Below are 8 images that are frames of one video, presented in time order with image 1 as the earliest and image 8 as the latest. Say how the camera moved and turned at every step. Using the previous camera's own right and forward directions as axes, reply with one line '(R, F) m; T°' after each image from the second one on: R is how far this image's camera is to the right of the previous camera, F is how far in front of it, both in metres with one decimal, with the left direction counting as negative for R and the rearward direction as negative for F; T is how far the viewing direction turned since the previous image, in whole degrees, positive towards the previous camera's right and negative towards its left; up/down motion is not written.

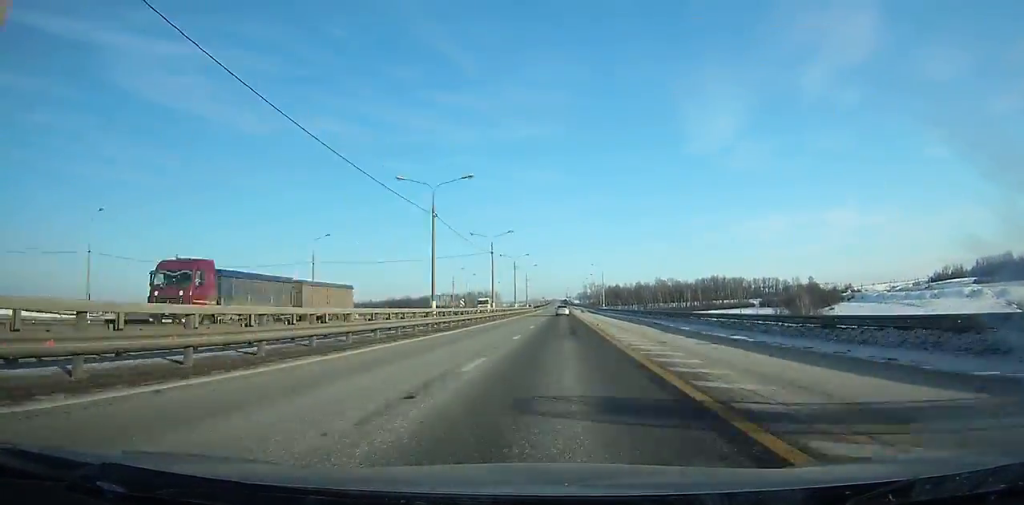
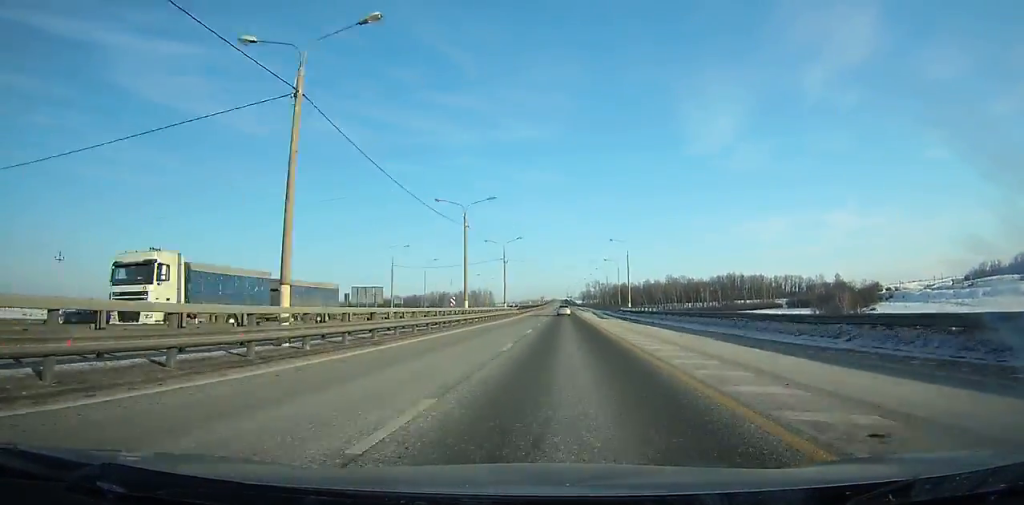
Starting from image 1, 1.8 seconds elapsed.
(-0.1, +53.7) m; 0°
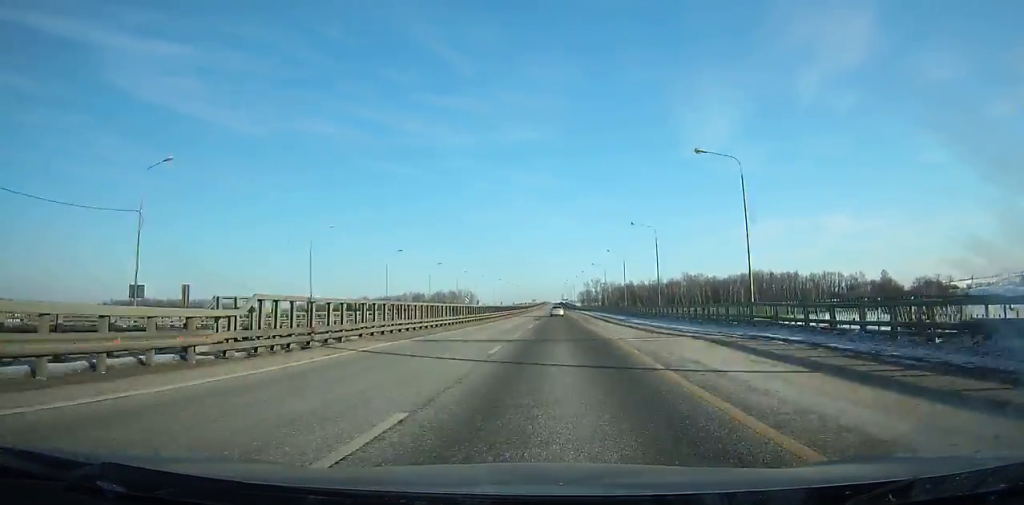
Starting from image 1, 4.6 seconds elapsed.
(+0.2, +82.6) m; 0°
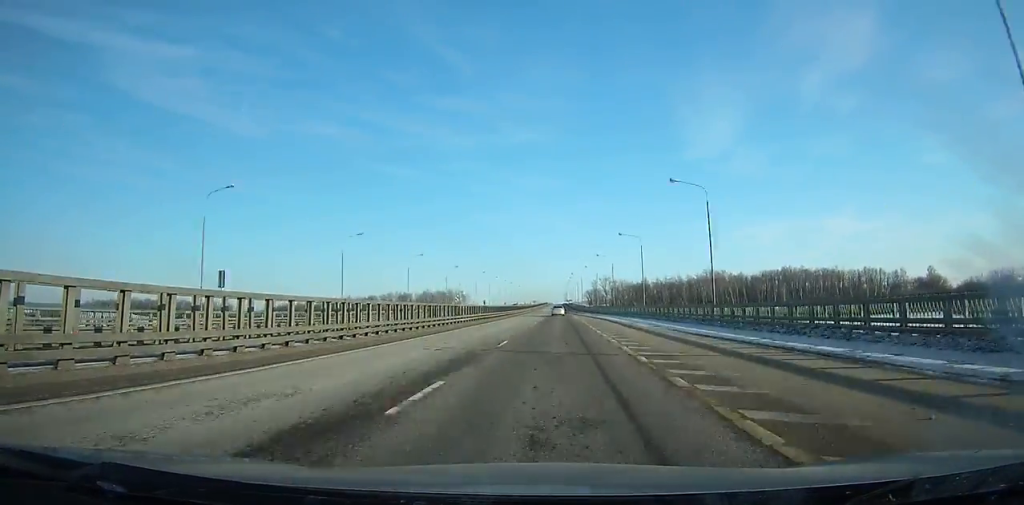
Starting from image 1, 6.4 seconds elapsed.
(+0.1, +53.1) m; 0°
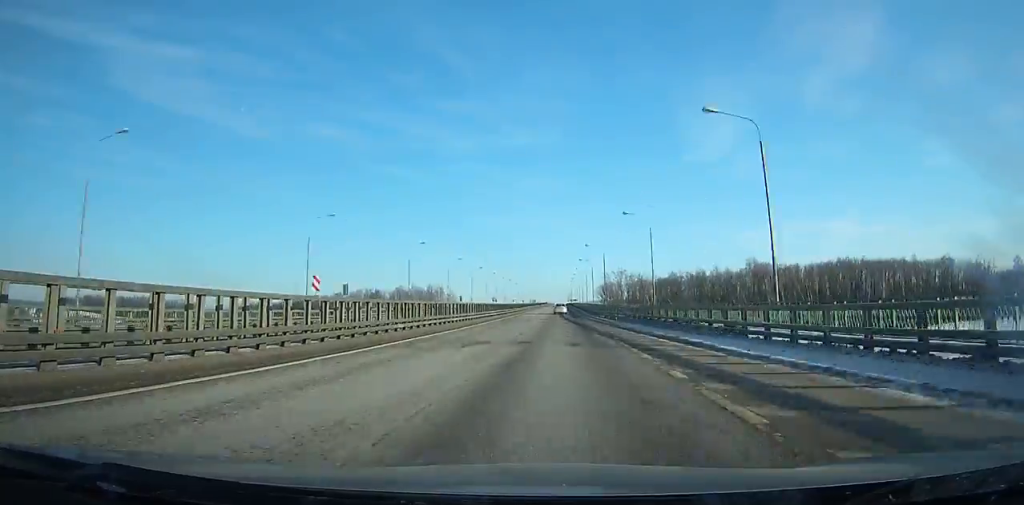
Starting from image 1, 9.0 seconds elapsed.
(0.0, +76.5) m; 0°
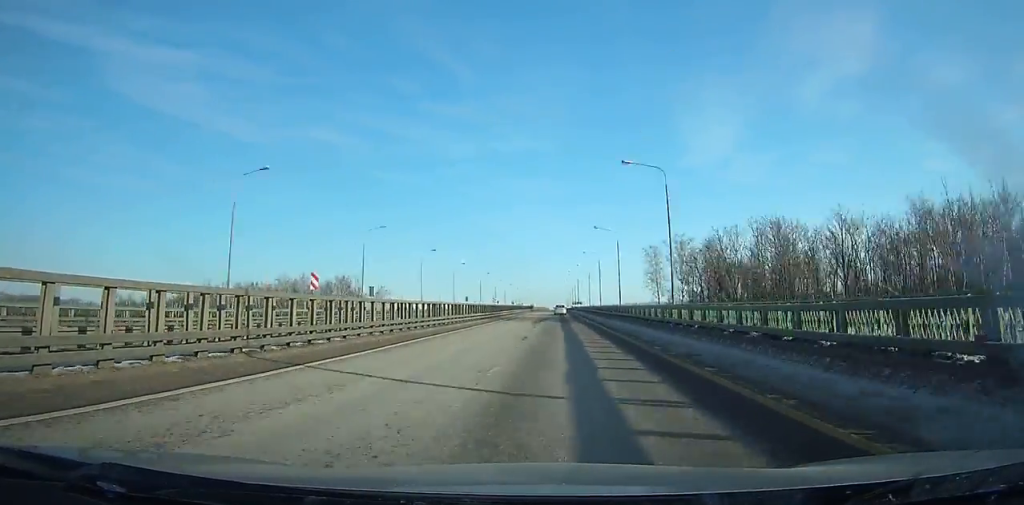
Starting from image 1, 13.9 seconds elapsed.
(0.0, +142.7) m; 0°
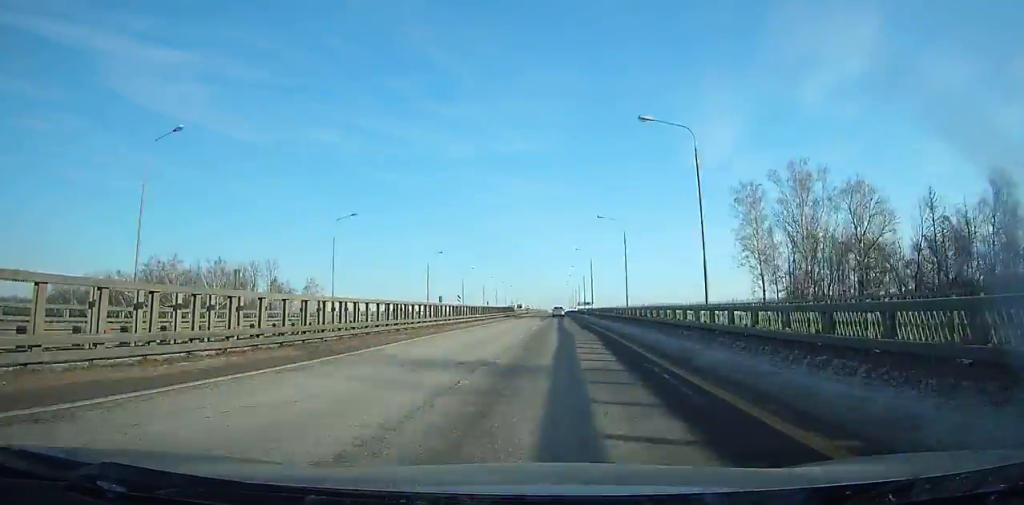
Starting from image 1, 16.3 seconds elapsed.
(+0.1, +69.6) m; 0°
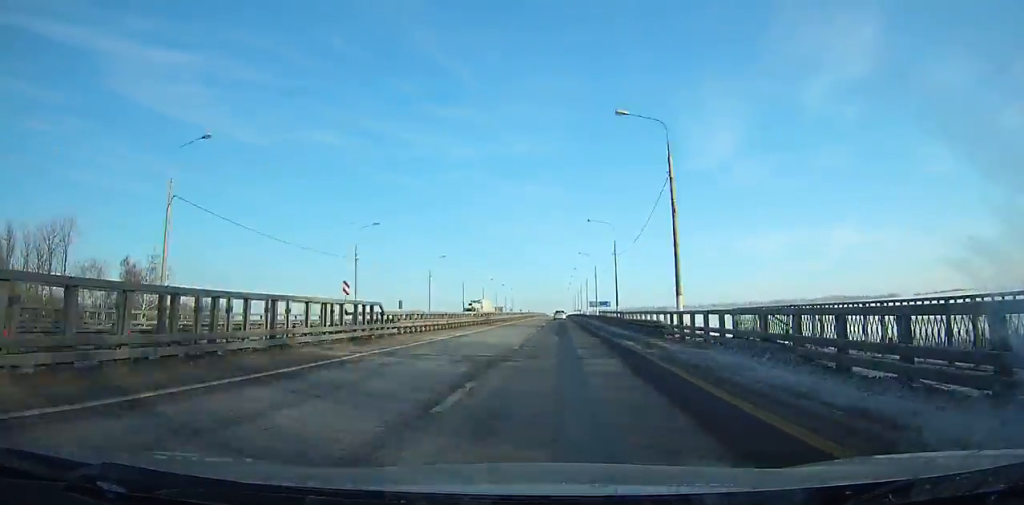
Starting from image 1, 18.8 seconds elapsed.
(0.0, +71.9) m; 0°
